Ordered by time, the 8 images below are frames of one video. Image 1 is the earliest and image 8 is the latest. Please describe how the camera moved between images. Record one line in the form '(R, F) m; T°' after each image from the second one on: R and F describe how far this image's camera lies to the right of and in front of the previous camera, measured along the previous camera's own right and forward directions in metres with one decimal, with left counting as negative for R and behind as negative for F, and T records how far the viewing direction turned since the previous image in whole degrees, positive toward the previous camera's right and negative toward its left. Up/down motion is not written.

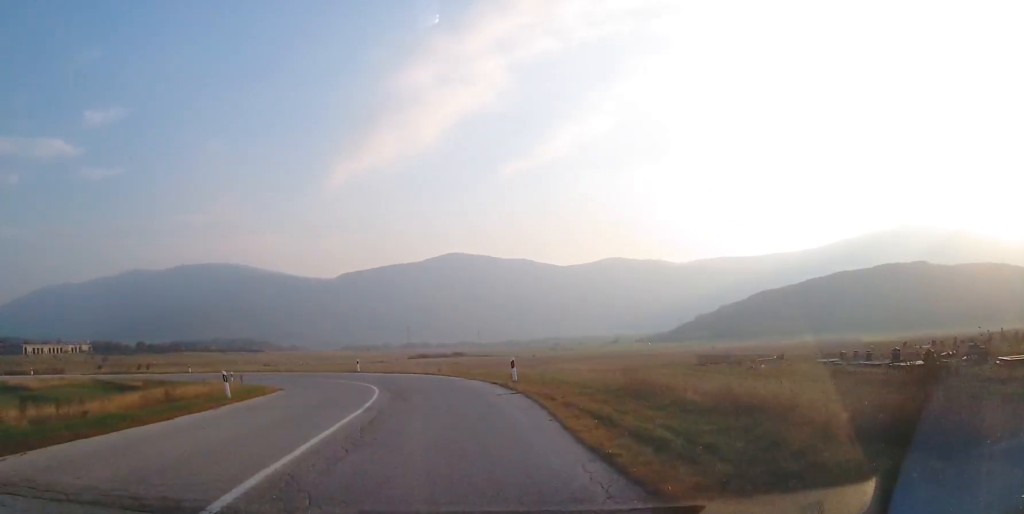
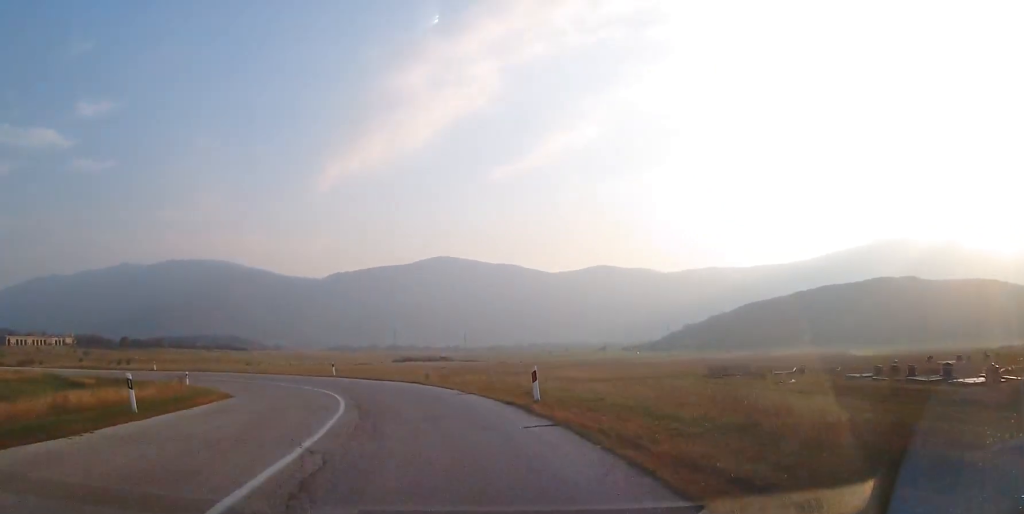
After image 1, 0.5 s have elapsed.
(+0.3, +6.5) m; +2°
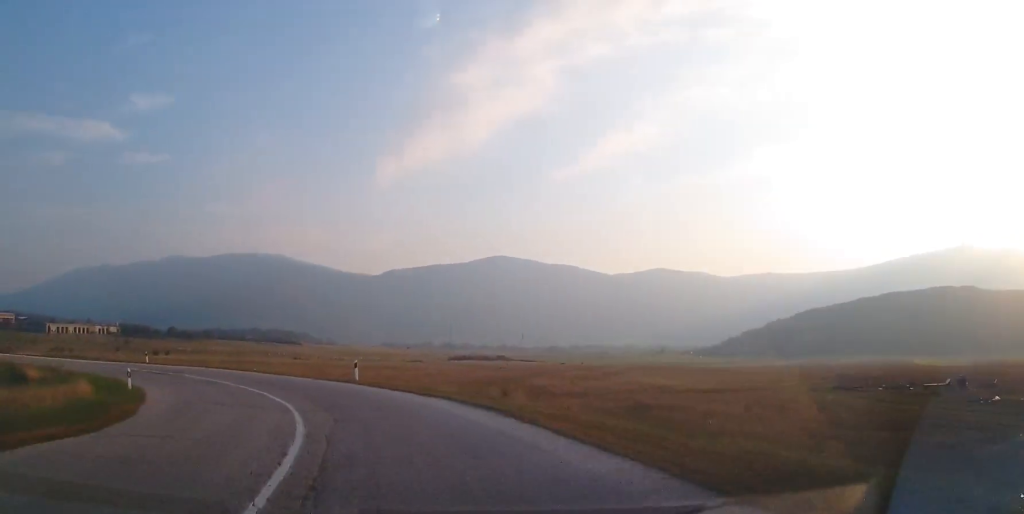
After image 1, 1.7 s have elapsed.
(+0.2, +14.7) m; +1°
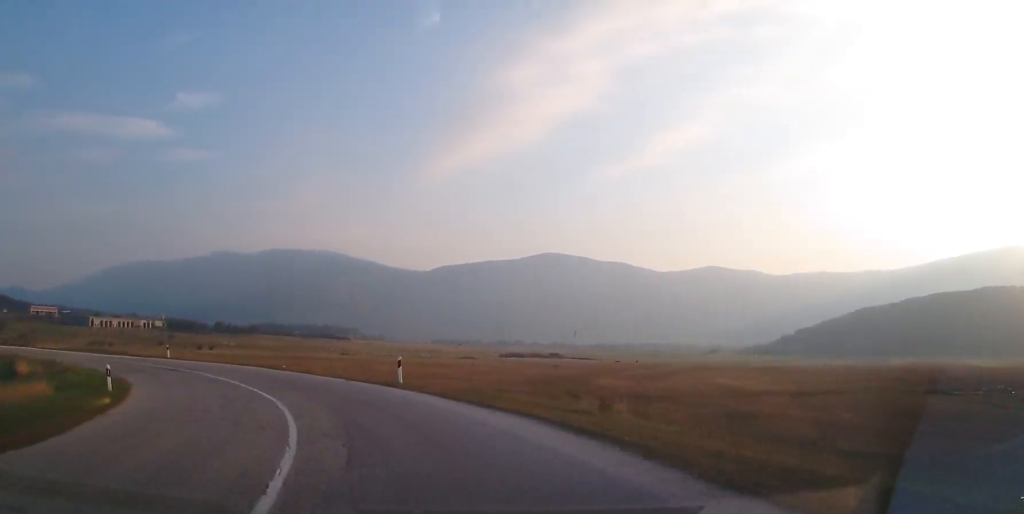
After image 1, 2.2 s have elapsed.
(0.0, +5.8) m; -4°
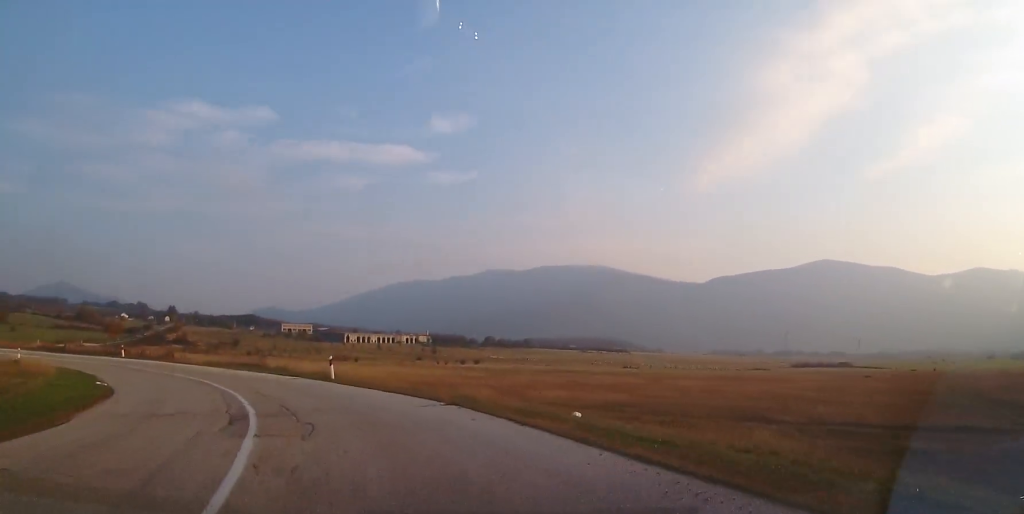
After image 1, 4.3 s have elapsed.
(-4.5, +23.3) m; -25°
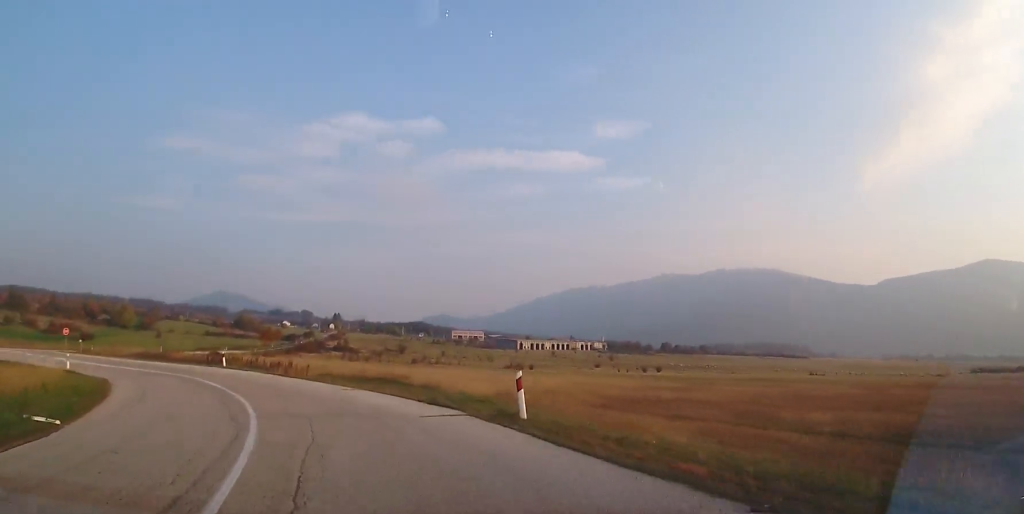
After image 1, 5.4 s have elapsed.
(-1.8, +12.9) m; -16°
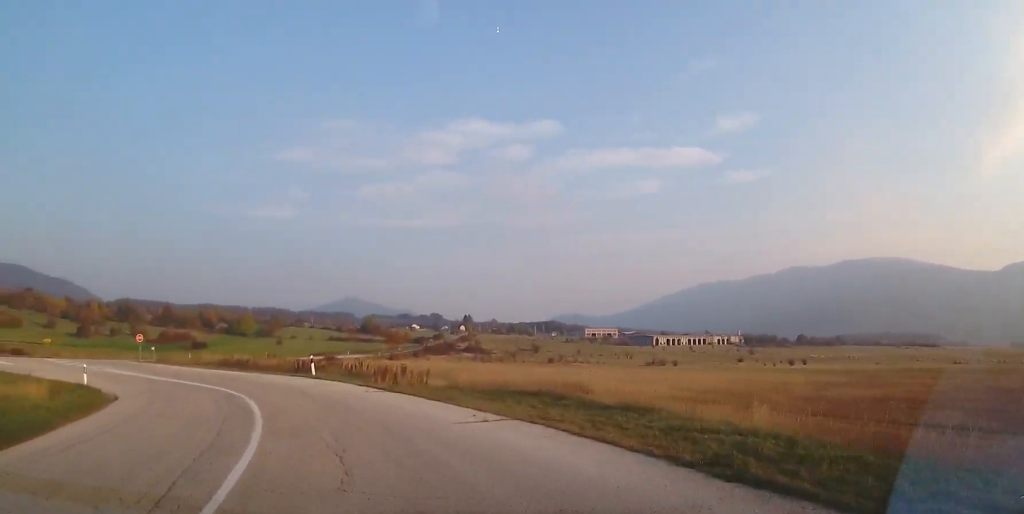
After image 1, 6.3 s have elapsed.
(-1.2, +10.2) m; -12°
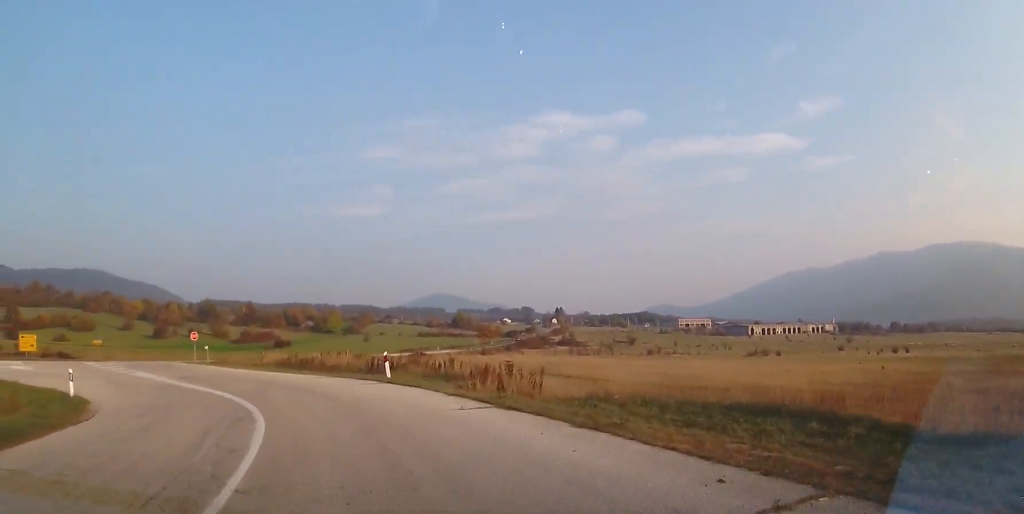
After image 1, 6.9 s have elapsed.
(-0.4, +7.1) m; -9°
